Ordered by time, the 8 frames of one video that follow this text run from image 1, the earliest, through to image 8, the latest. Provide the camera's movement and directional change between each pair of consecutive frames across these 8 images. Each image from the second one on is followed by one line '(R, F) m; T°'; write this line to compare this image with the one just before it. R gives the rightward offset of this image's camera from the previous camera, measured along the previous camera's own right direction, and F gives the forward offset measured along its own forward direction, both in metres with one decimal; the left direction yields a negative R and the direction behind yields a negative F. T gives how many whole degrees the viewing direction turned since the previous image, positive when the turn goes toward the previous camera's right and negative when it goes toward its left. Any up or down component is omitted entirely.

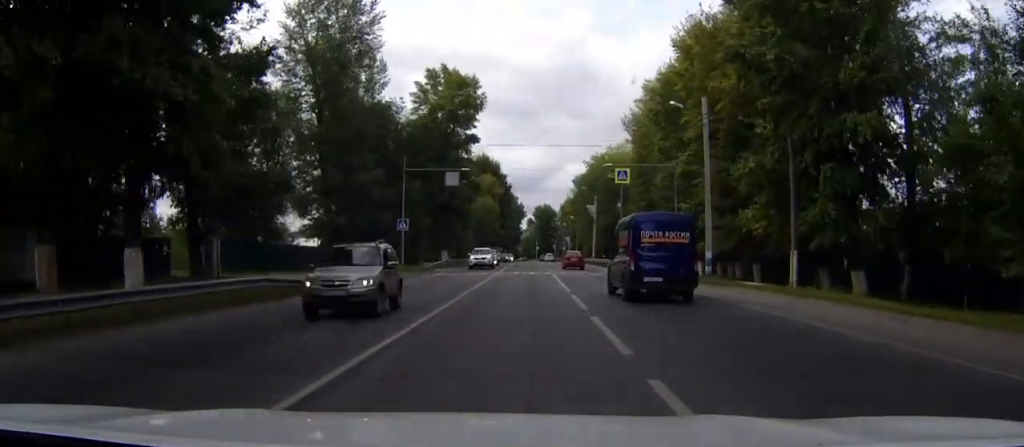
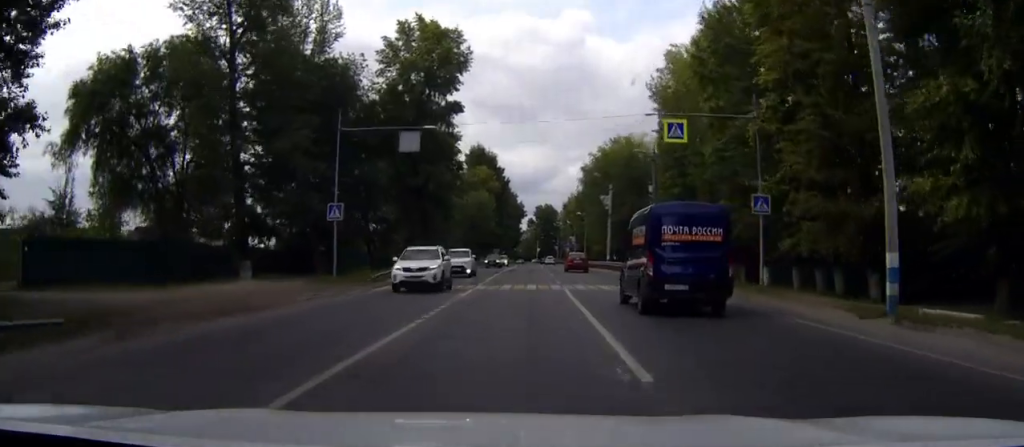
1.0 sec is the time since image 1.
(0.0, +18.4) m; 0°
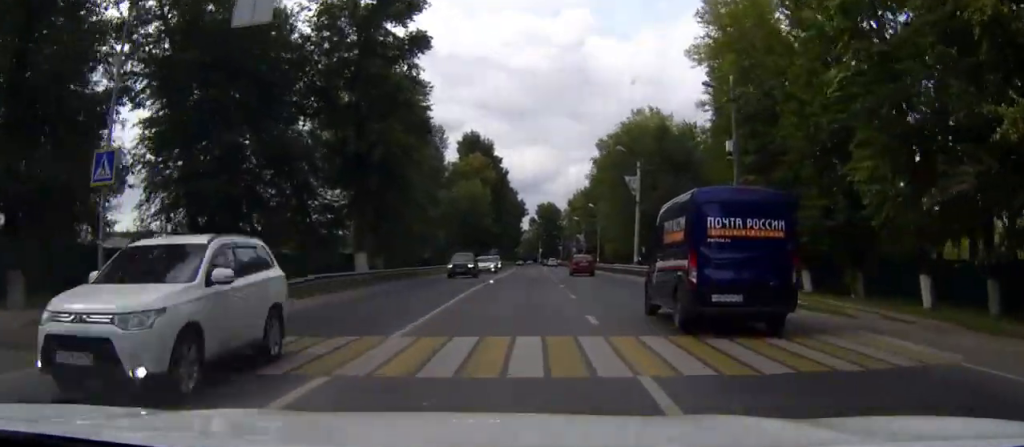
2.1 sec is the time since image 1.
(0.0, +20.5) m; 0°
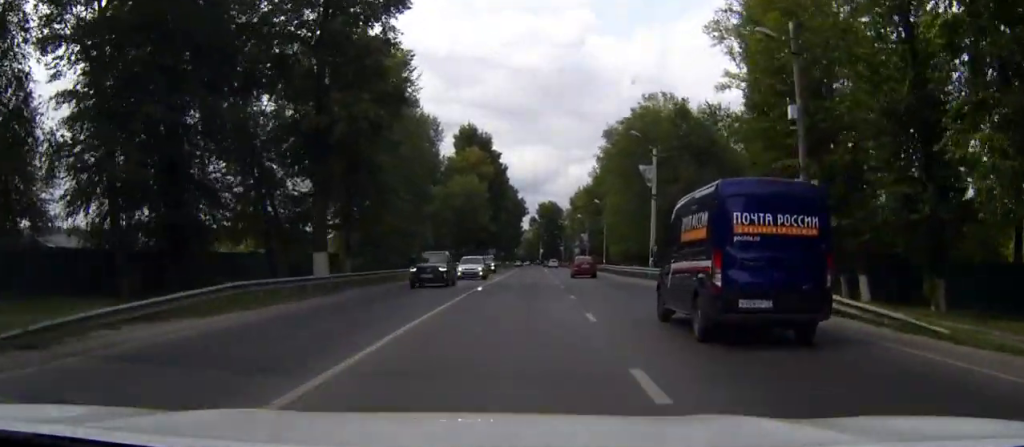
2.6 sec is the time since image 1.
(0.0, +7.7) m; 0°
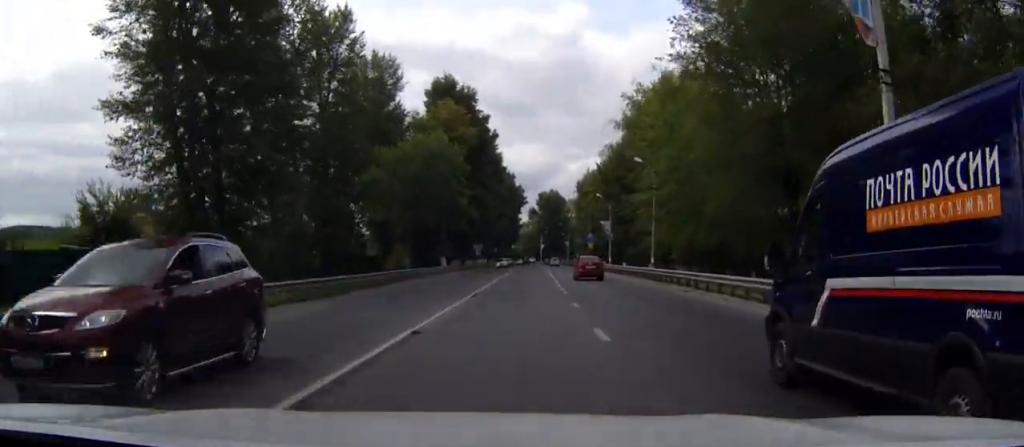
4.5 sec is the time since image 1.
(-0.2, +34.7) m; -1°
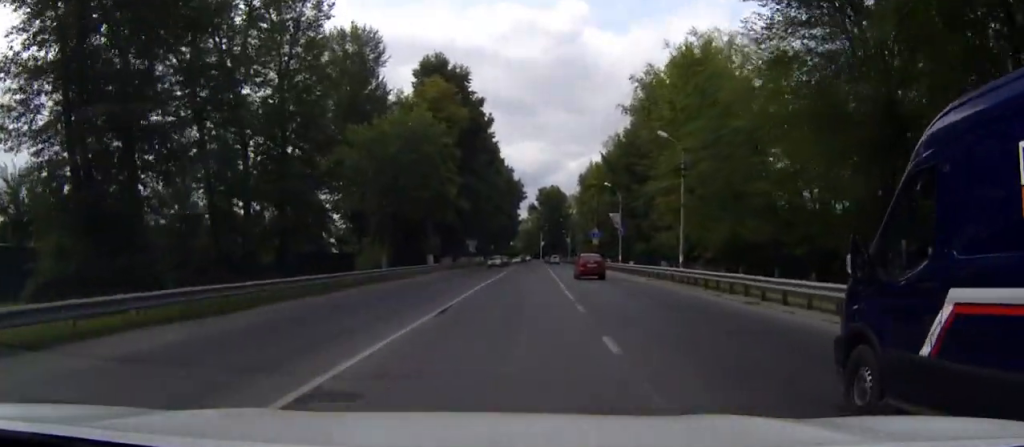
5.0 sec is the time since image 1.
(0.0, +10.0) m; 0°
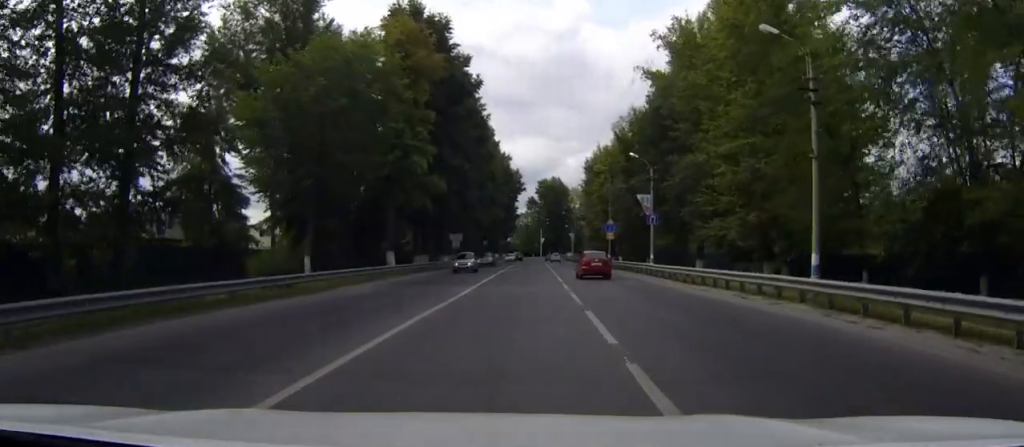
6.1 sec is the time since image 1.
(0.0, +19.7) m; 0°
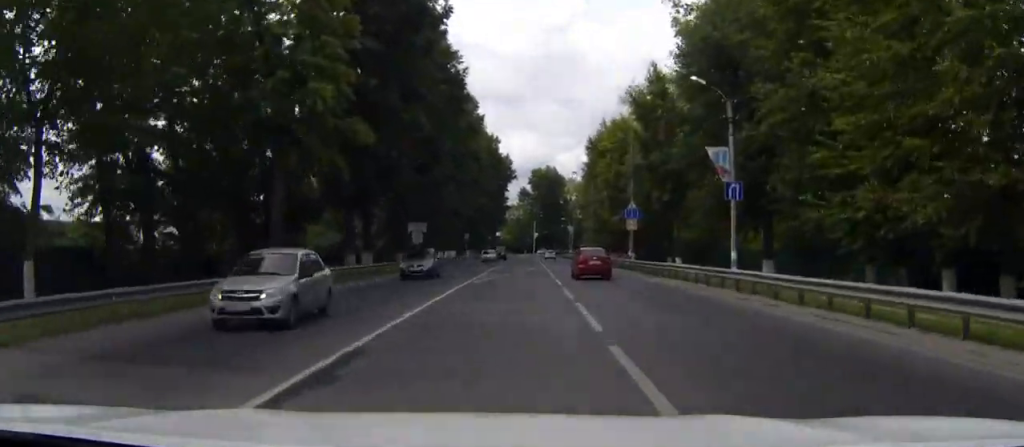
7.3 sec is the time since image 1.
(+0.1, +23.1) m; +1°
